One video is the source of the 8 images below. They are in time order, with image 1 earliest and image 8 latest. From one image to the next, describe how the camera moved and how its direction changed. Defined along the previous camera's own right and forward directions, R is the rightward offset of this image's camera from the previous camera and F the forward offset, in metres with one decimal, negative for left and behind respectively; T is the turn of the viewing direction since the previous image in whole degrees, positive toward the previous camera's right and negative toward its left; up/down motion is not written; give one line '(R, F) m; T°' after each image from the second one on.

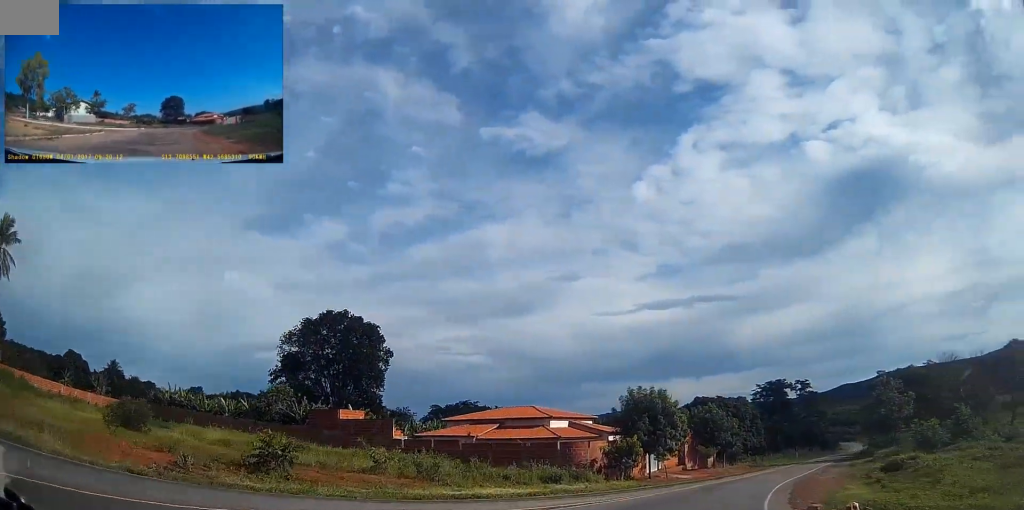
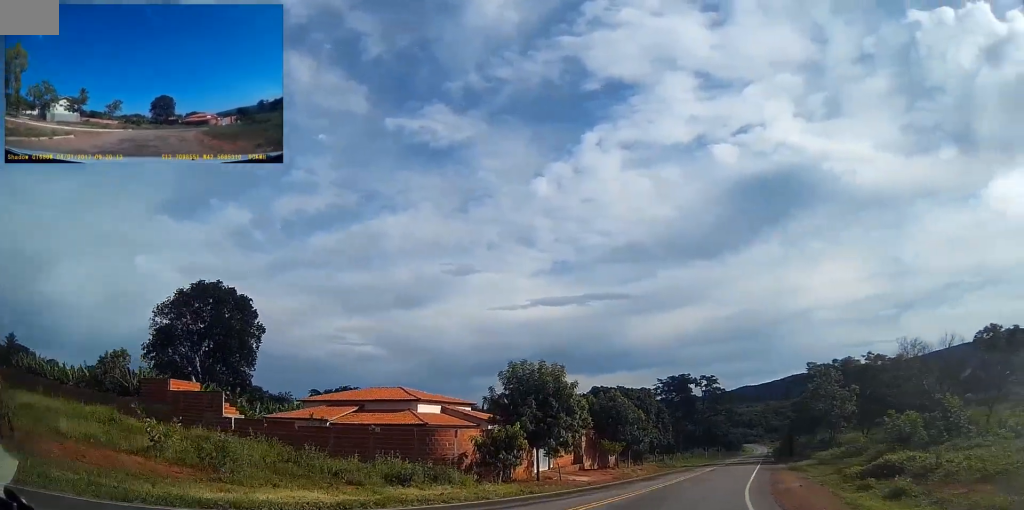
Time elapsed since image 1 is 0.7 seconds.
(+0.3, +8.1) m; +11°
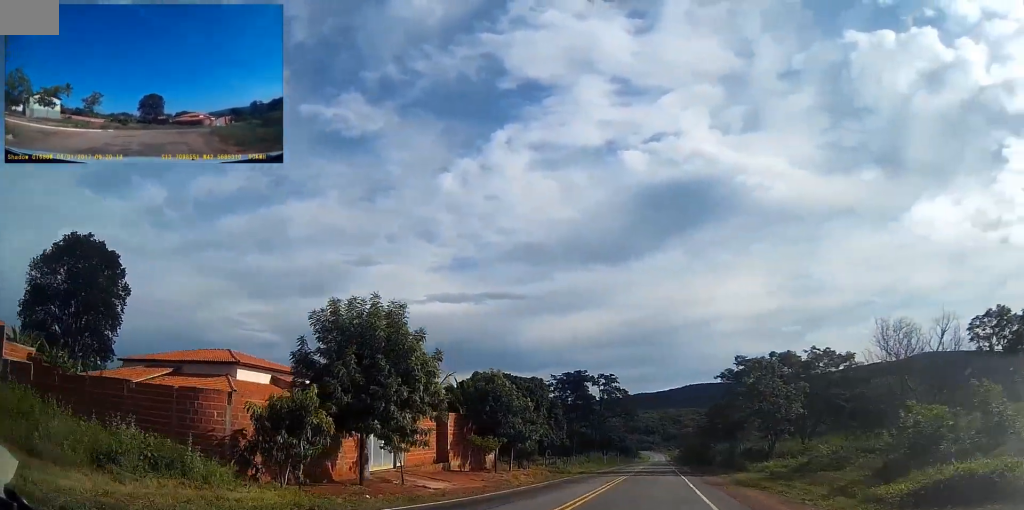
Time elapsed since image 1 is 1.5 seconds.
(+1.7, +10.0) m; +12°
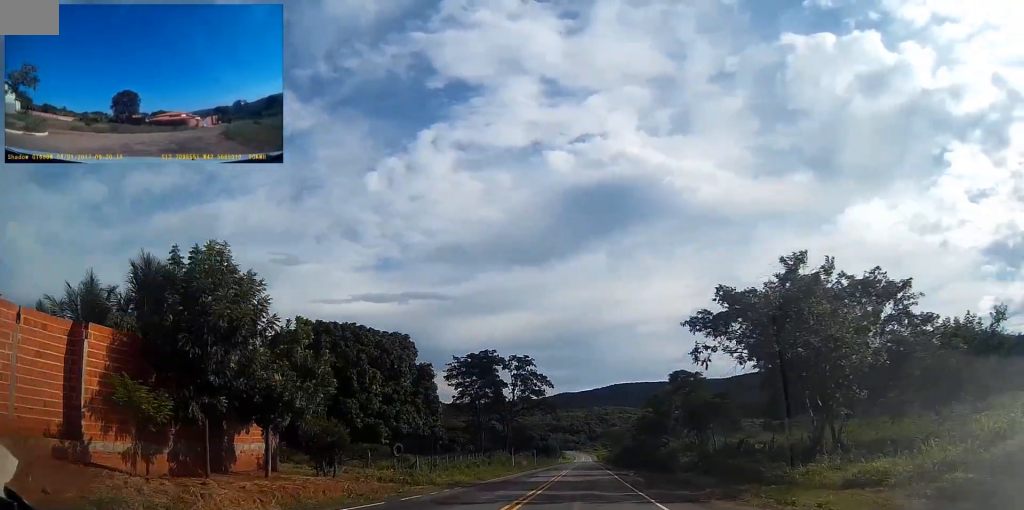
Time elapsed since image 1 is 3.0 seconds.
(+2.7, +20.9) m; +11°
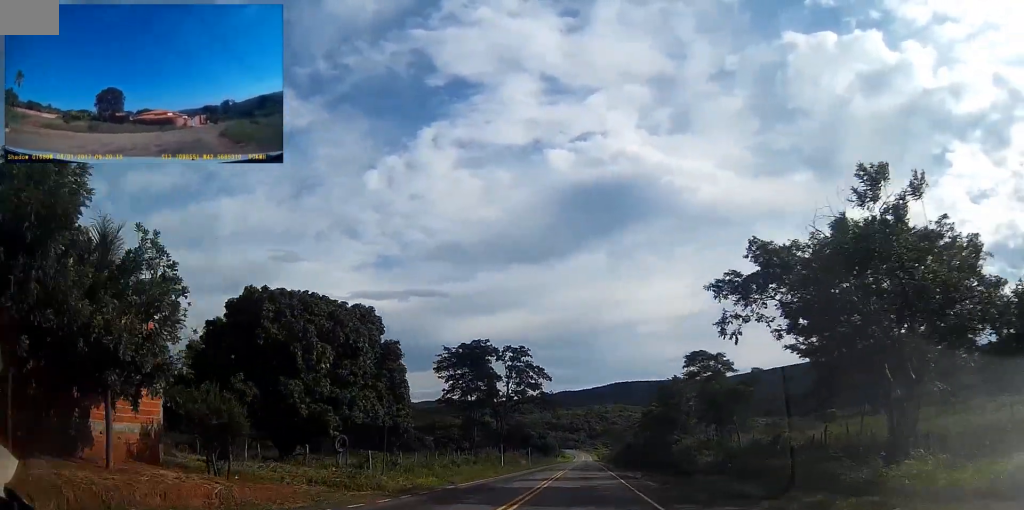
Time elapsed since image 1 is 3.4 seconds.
(+0.2, +7.0) m; +2°
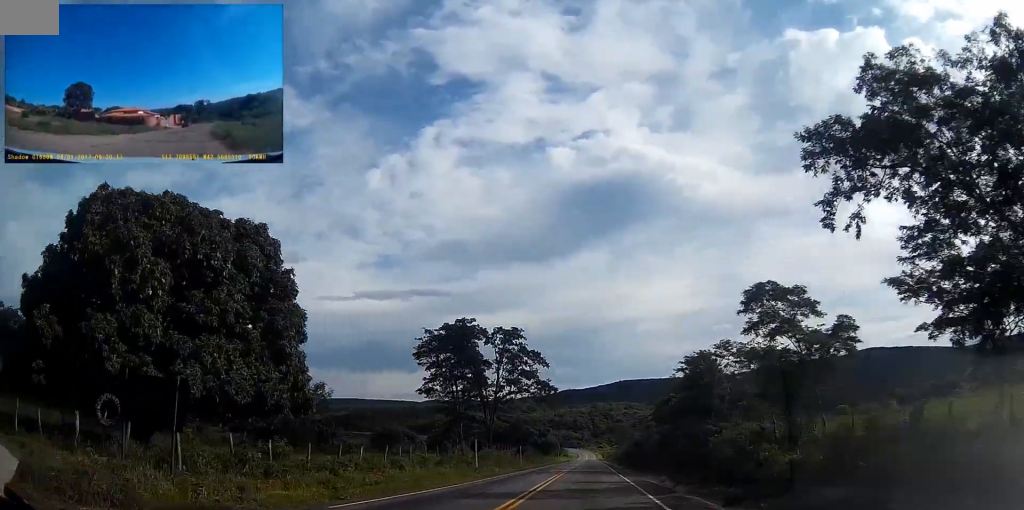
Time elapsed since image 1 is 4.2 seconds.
(+0.3, +12.6) m; +1°
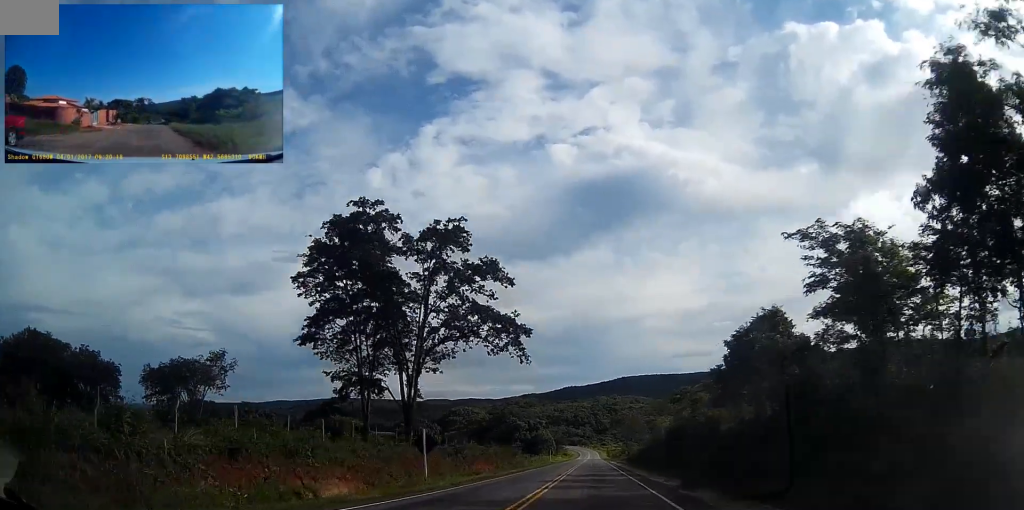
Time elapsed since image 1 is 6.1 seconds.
(-0.3, +35.3) m; -2°
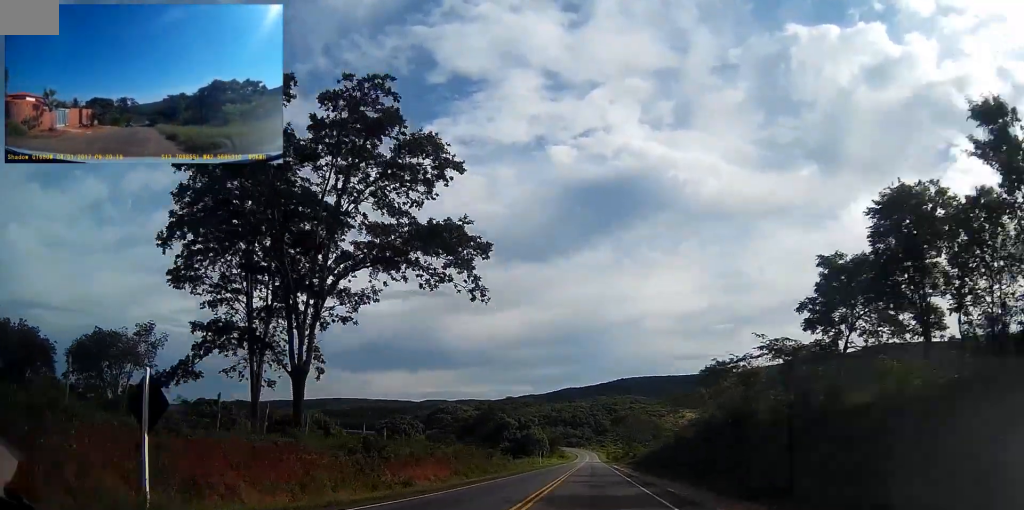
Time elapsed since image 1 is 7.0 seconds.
(0.0, +17.3) m; -1°
